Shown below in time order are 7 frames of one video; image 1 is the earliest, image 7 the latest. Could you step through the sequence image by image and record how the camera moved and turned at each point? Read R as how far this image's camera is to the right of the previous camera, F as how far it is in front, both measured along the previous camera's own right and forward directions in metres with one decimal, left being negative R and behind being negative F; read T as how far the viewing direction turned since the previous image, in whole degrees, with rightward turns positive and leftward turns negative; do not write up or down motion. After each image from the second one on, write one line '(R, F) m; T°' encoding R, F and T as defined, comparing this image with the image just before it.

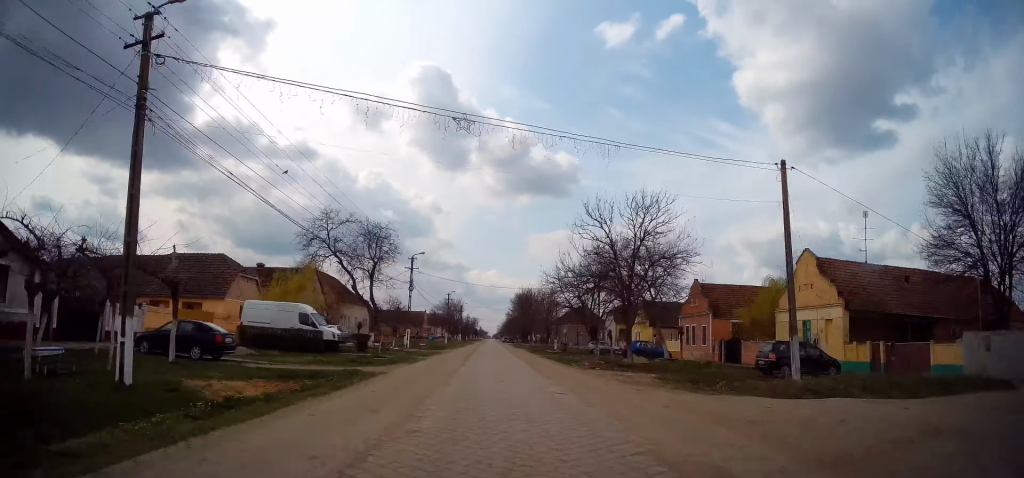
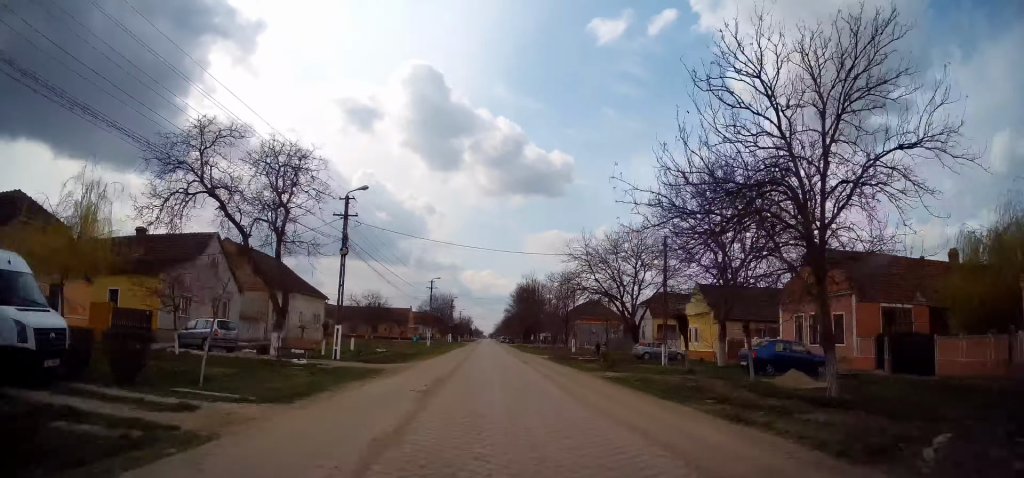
(+0.4, +21.4) m; 0°
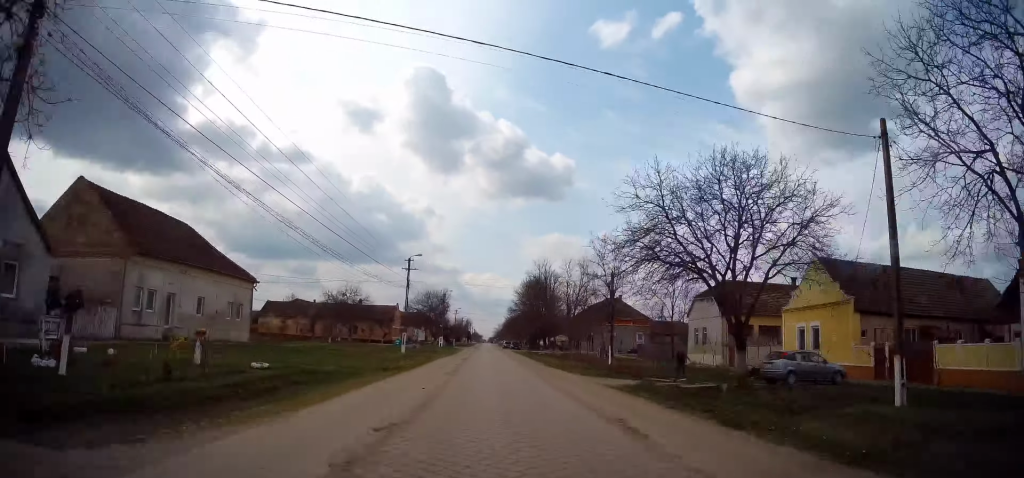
(-0.3, +20.3) m; 0°
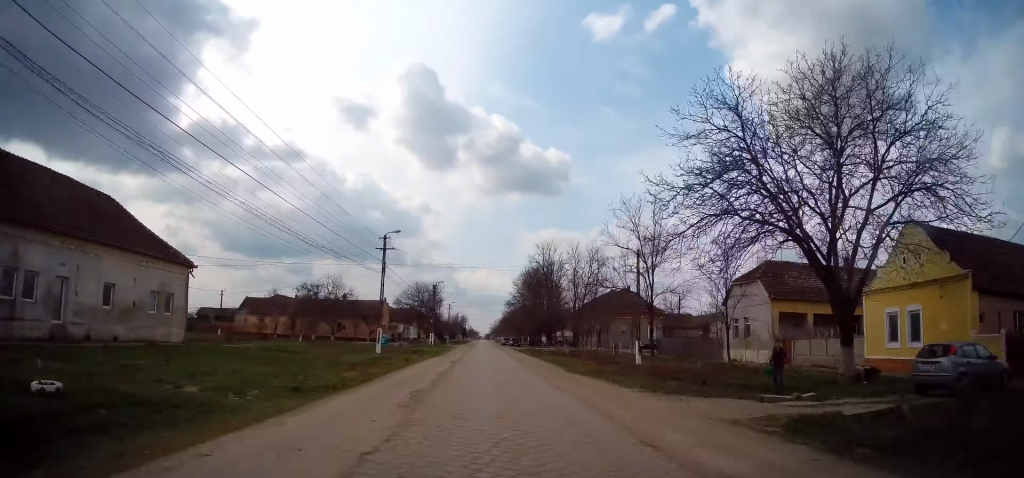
(+0.3, +9.5) m; 0°
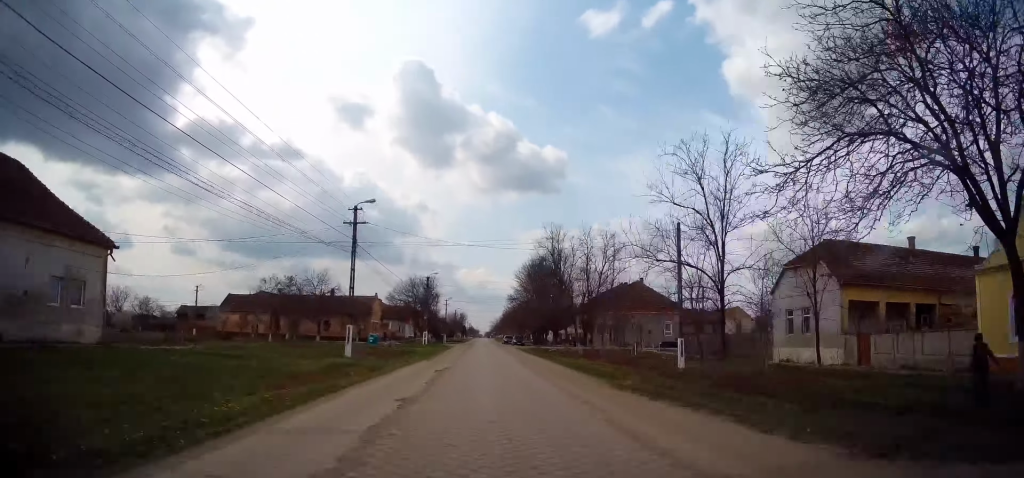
(-0.2, +8.4) m; 0°
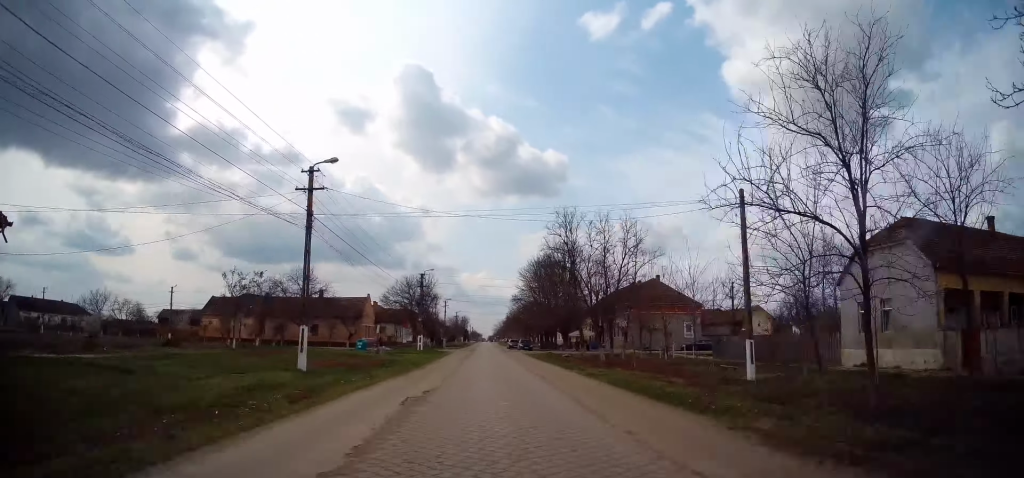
(-0.2, +7.9) m; 0°
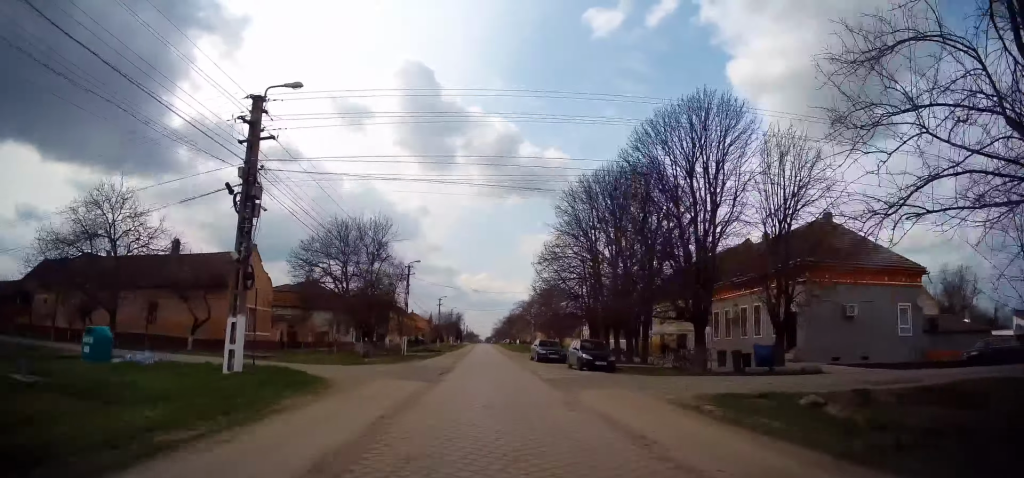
(+0.3, +44.2) m; +1°
